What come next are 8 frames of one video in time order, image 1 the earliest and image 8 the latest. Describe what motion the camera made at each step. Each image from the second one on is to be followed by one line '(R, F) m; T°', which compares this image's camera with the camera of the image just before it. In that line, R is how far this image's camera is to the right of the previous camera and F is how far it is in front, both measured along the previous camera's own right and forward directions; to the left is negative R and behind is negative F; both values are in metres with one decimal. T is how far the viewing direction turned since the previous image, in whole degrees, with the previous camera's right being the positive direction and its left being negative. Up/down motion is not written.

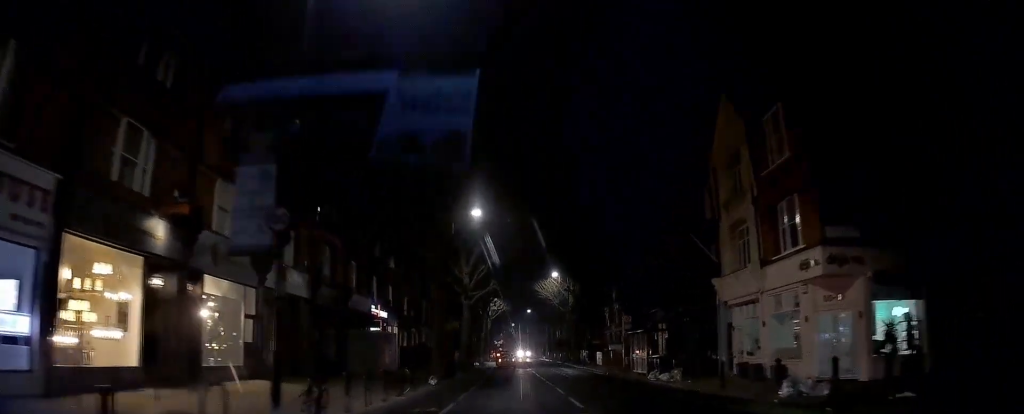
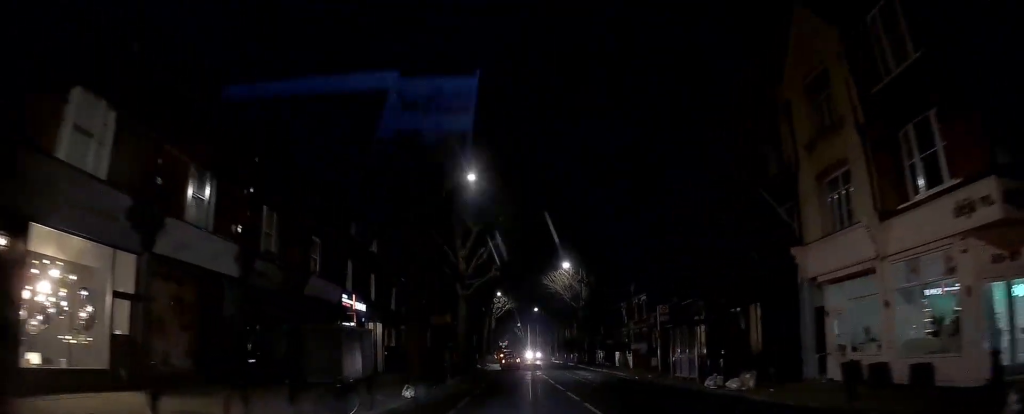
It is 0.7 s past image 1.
(0.0, +7.6) m; 0°
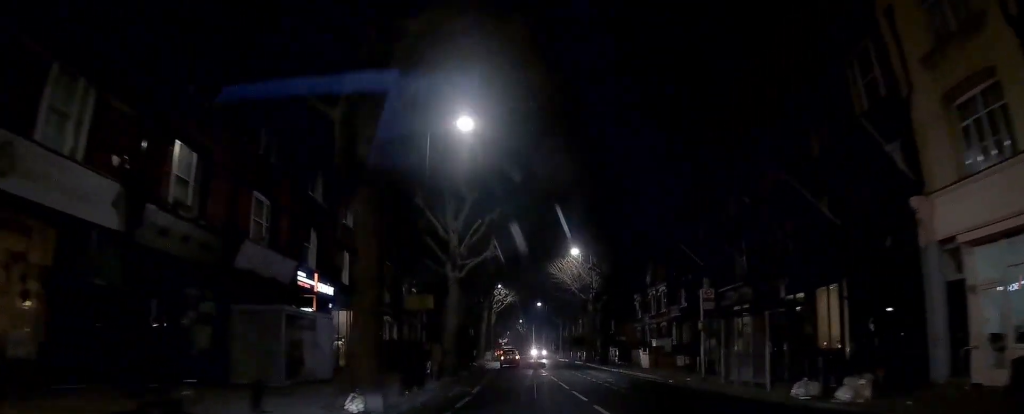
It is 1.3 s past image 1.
(0.0, +6.3) m; 0°
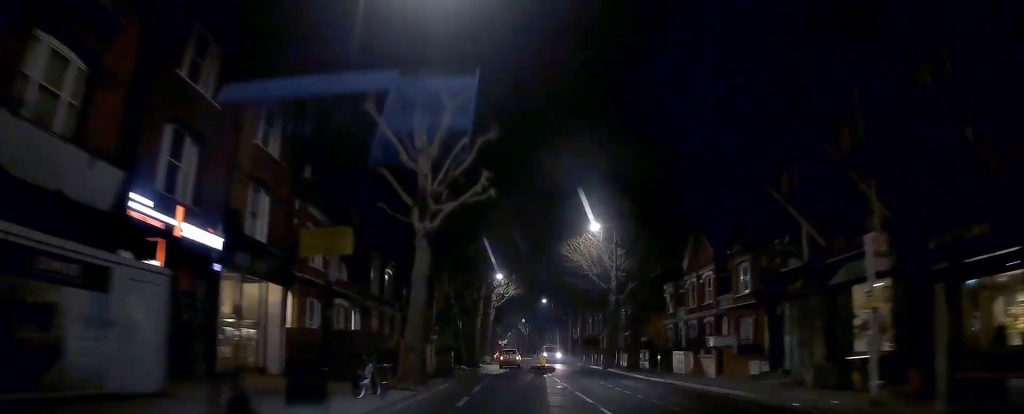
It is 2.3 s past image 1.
(-0.1, +10.4) m; -1°
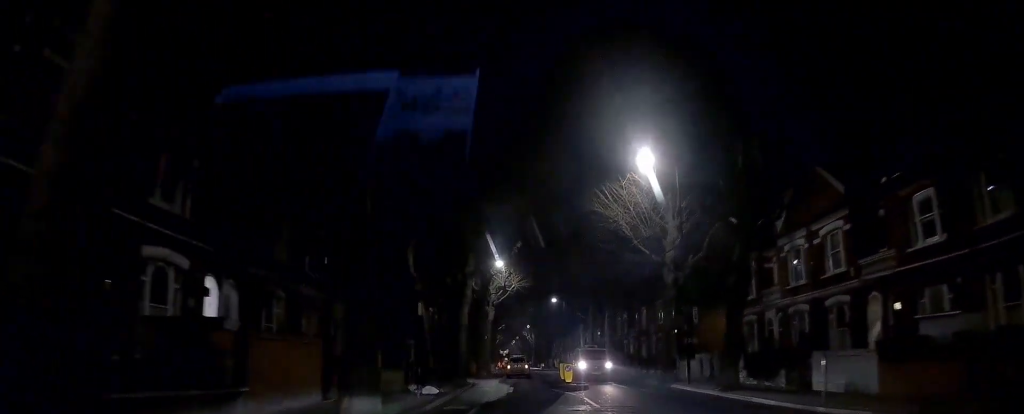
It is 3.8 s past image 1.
(0.0, +15.4) m; 0°
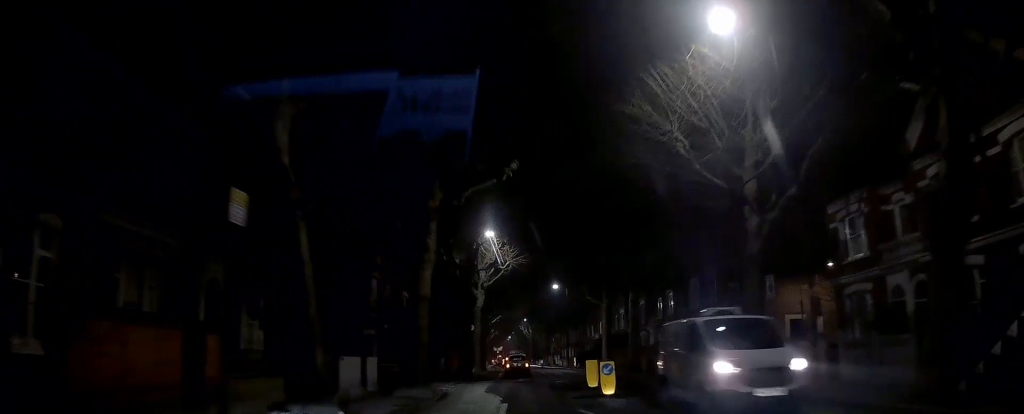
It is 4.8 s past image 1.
(0.0, +11.0) m; +1°
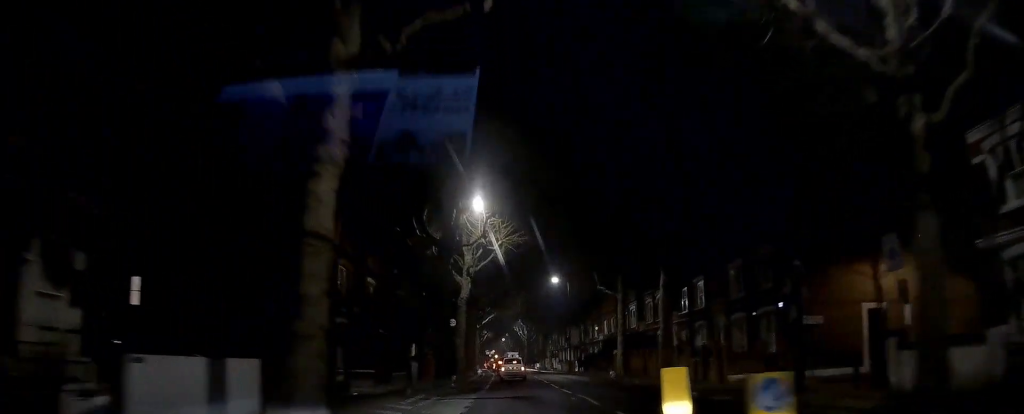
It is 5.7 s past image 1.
(+0.1, +8.7) m; +1°
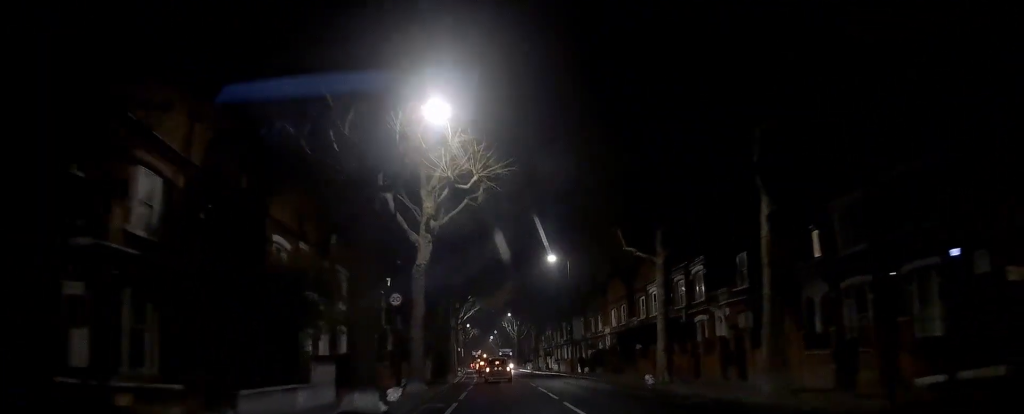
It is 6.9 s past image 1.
(+0.1, +12.9) m; 0°
